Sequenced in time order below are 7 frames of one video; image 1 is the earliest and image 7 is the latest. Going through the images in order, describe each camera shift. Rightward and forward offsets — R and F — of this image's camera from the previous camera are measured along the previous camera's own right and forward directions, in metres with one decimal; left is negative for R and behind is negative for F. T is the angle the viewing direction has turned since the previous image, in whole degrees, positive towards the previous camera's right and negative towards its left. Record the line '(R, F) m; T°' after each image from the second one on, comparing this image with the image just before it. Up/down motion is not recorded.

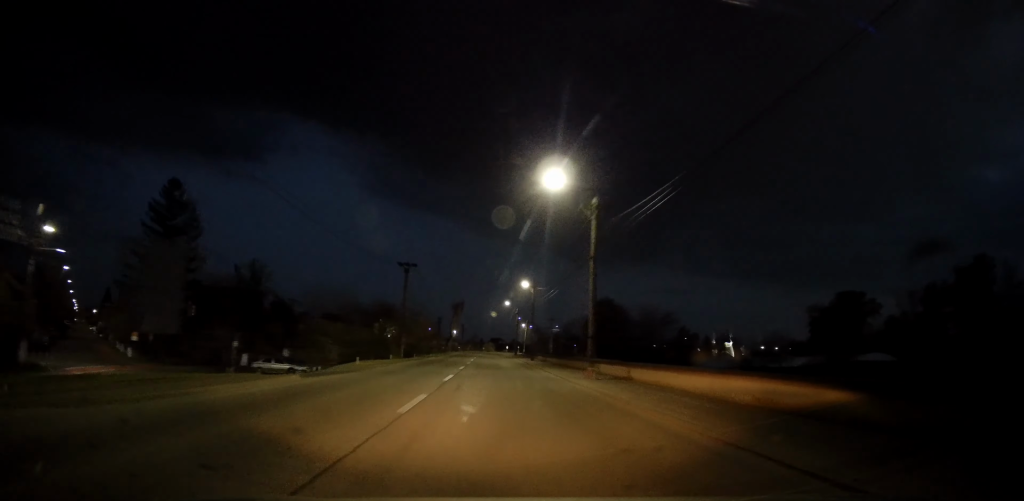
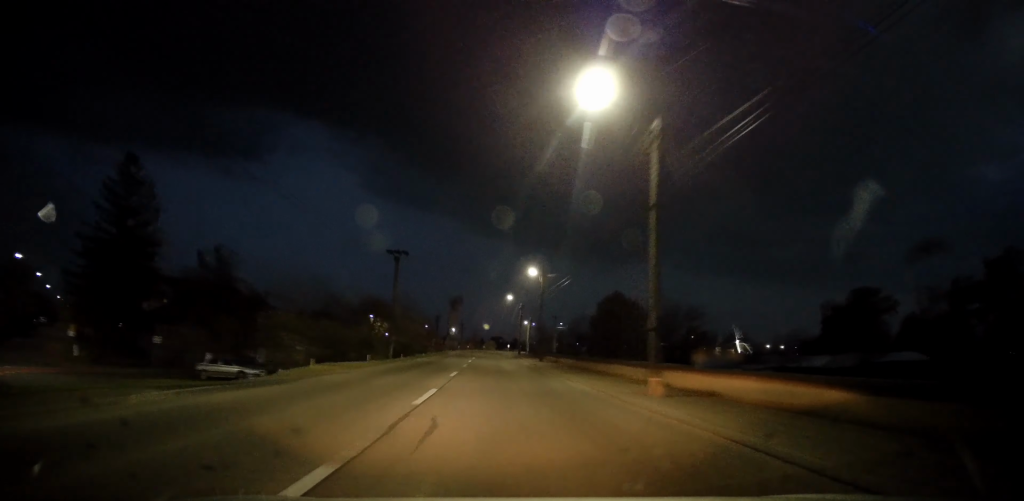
(-0.1, +8.2) m; 0°
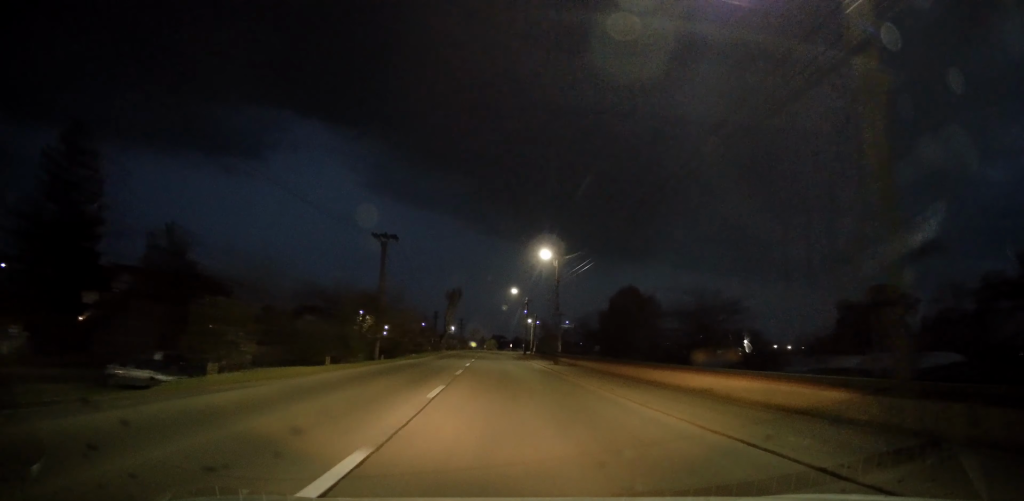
(-0.1, +8.8) m; 0°
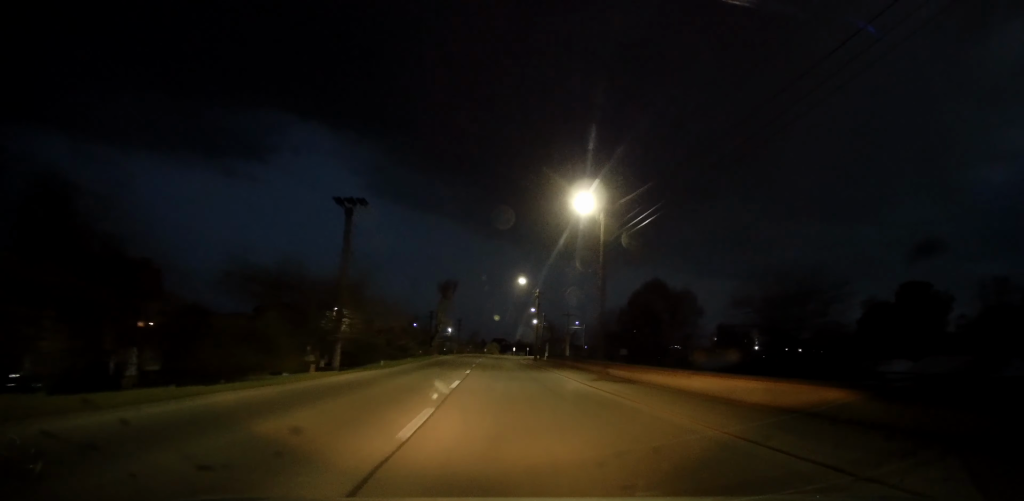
(+0.3, +14.7) m; 0°
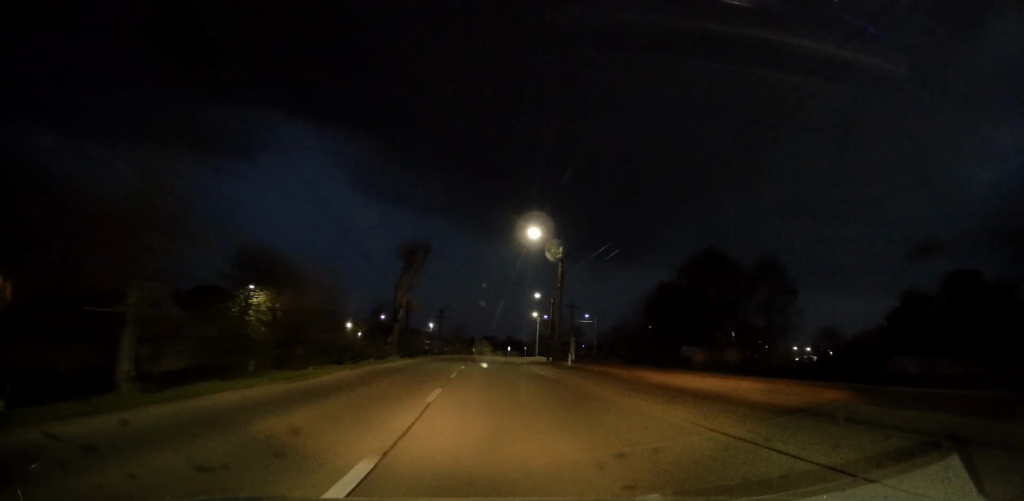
(-0.3, +23.8) m; -1°
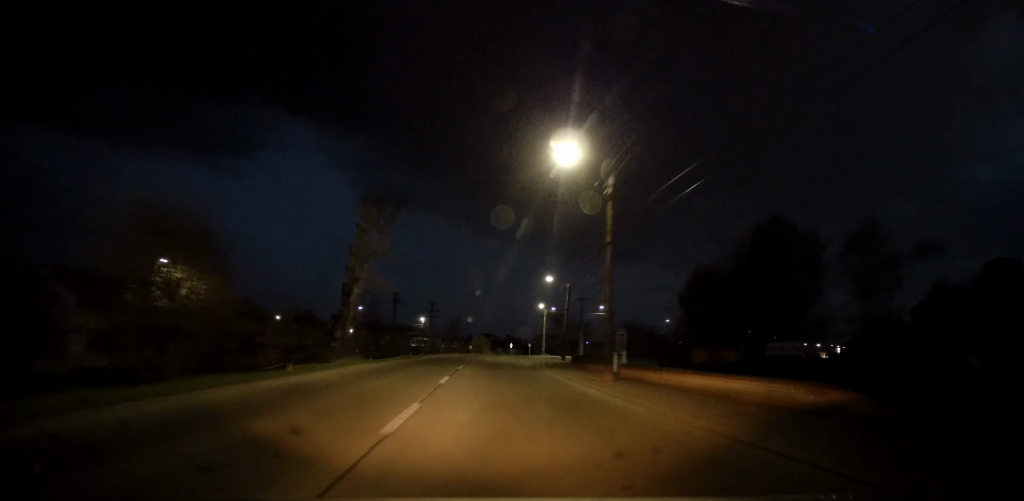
(0.0, +14.1) m; +1°
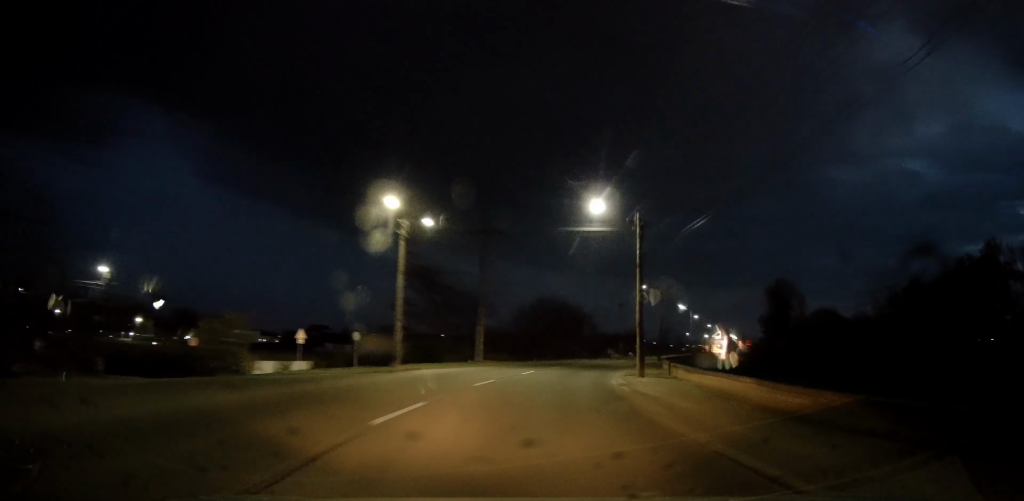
(+5.5, +63.3) m; +15°
